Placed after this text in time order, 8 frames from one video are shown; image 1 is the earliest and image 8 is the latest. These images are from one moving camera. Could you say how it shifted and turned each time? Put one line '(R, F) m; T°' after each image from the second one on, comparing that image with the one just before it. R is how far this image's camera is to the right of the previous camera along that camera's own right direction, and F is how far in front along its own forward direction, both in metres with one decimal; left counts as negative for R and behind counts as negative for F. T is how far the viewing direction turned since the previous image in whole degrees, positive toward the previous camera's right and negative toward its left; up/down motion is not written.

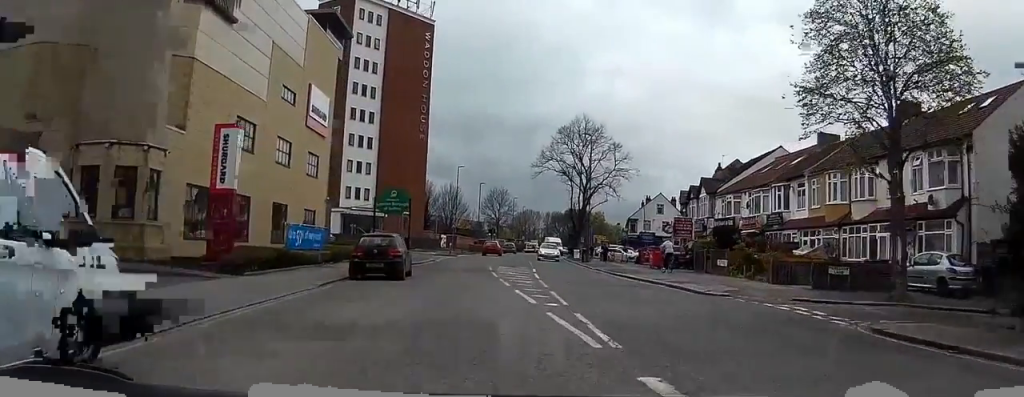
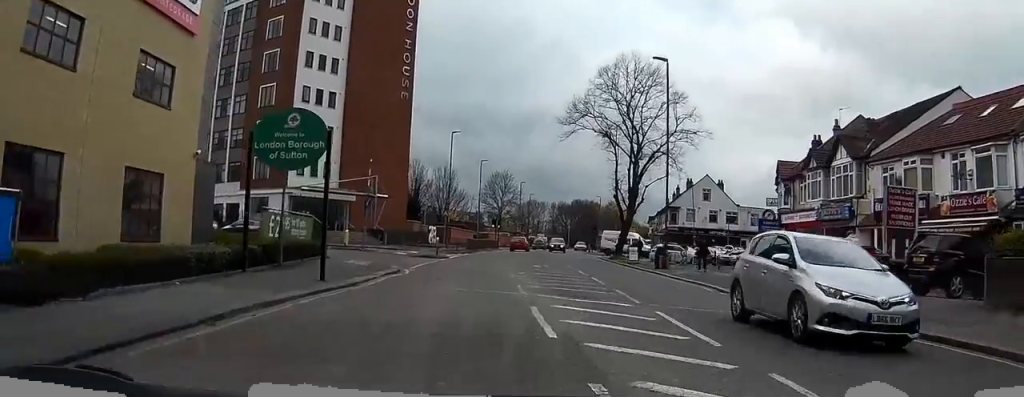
(+0.4, +23.8) m; +2°
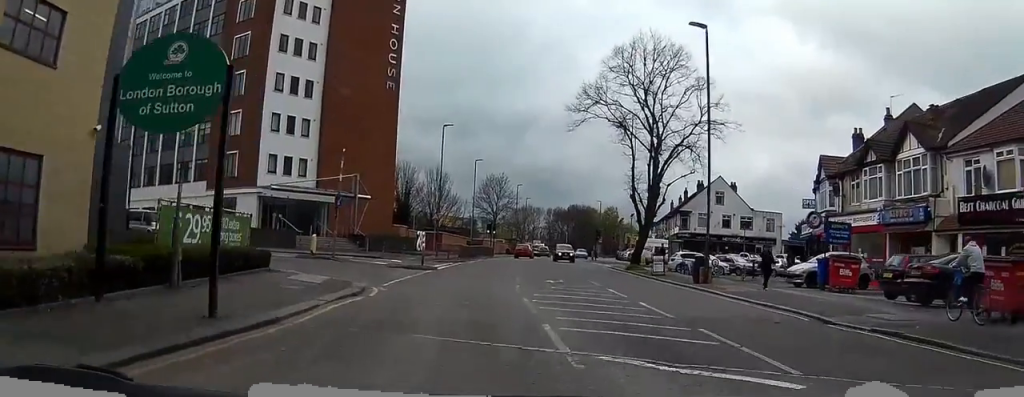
(0.0, +7.3) m; +1°
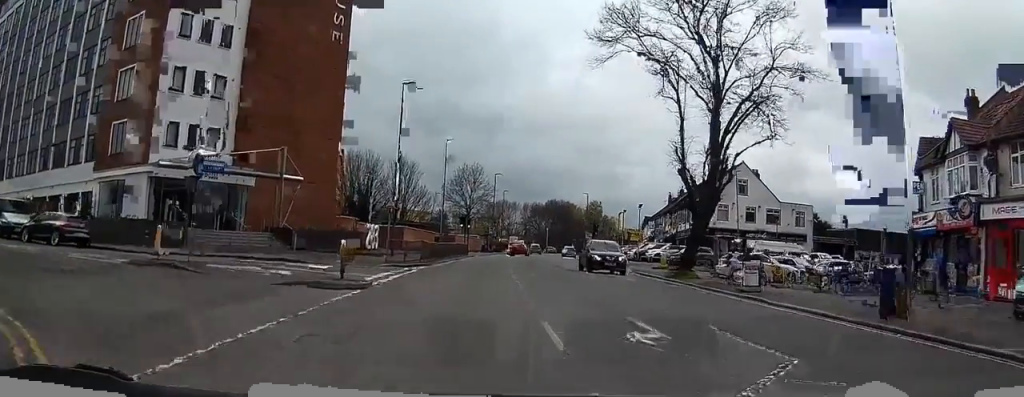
(+0.3, +16.0) m; +1°
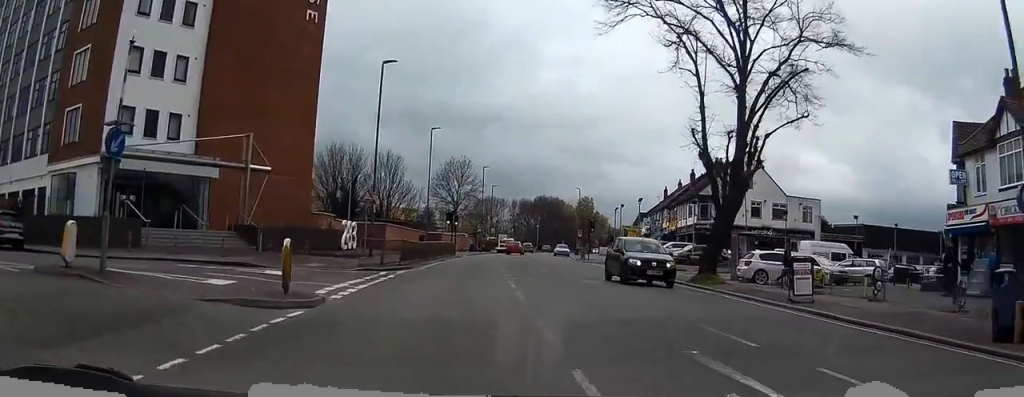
(0.0, +4.2) m; 0°
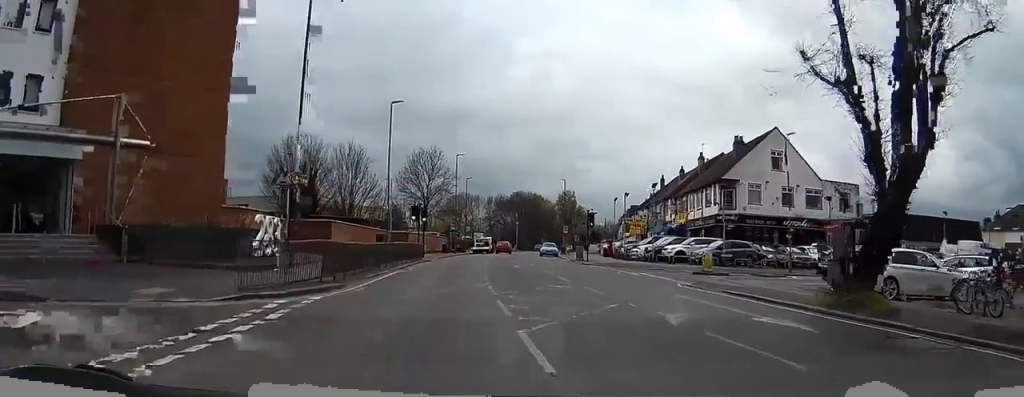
(-0.1, +12.7) m; -2°
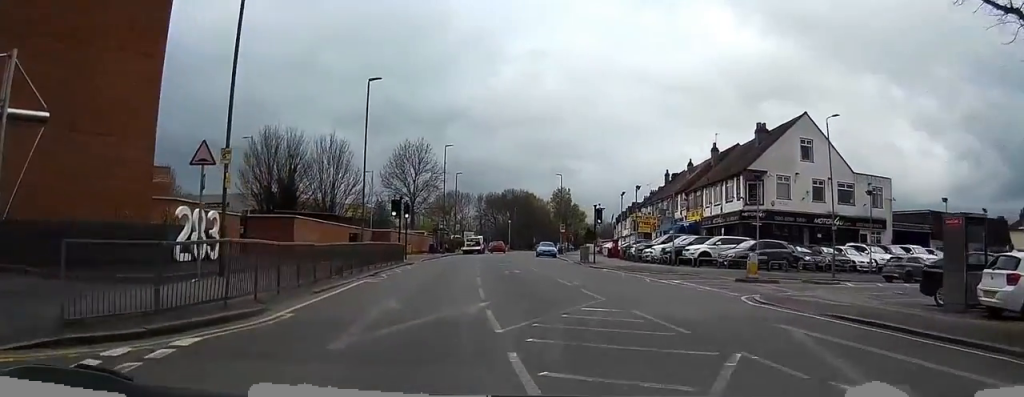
(-0.1, +6.7) m; -2°
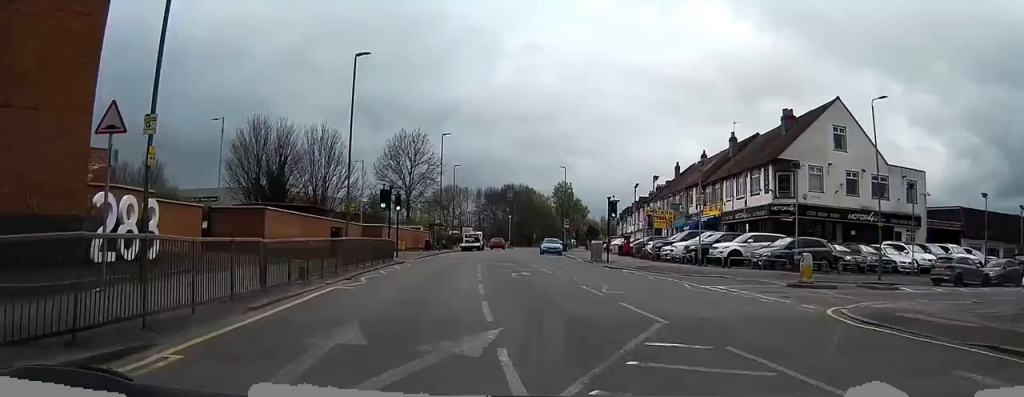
(-0.2, +5.0) m; 0°
